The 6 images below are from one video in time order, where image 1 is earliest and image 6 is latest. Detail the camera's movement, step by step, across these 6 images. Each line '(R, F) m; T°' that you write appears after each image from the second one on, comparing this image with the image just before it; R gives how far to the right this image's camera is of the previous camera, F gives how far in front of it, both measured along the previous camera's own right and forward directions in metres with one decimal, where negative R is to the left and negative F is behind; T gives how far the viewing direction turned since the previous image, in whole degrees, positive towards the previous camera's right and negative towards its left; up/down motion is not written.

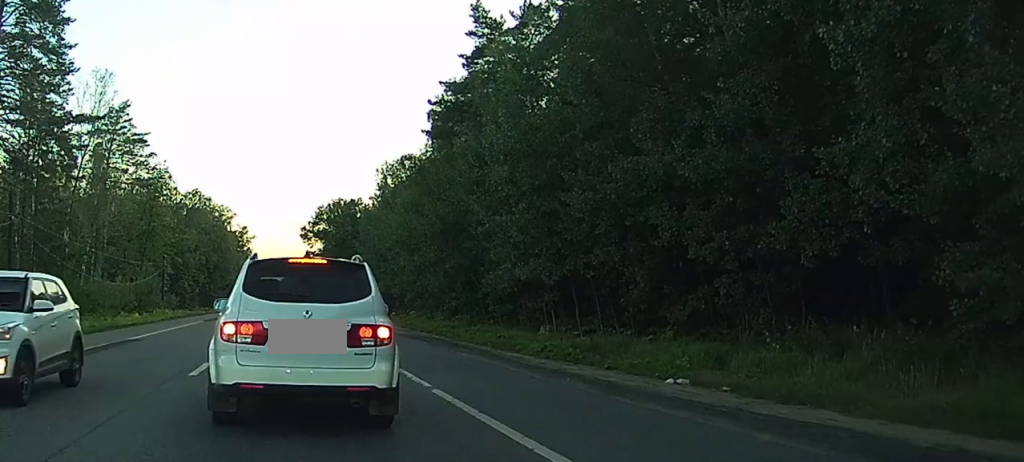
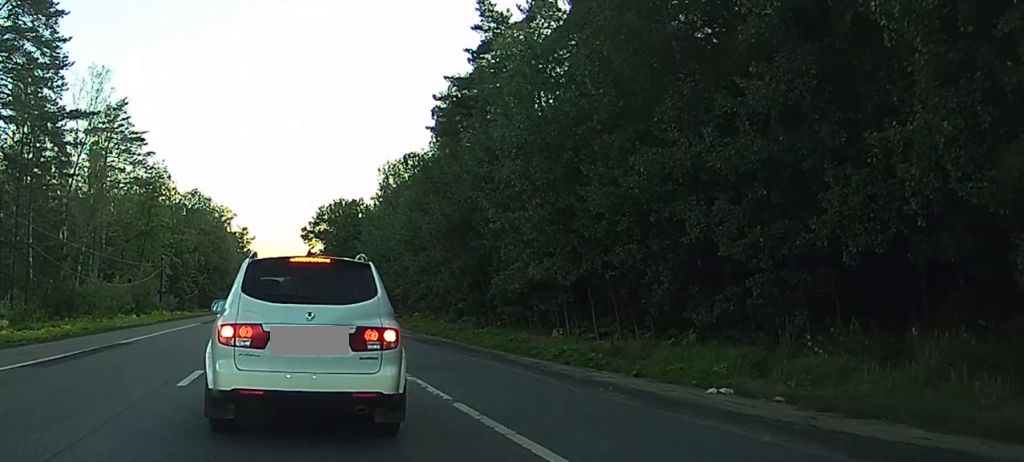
(-0.1, +1.6) m; +2°
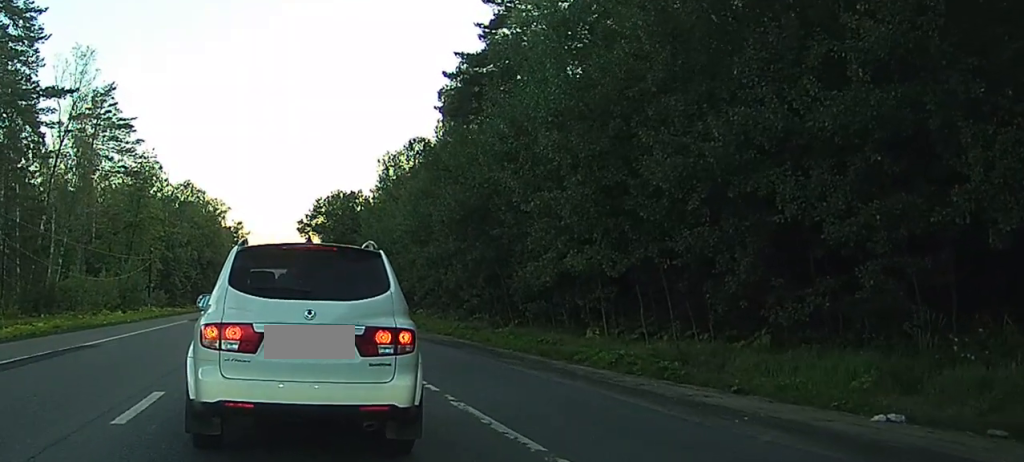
(+0.4, +4.8) m; 0°
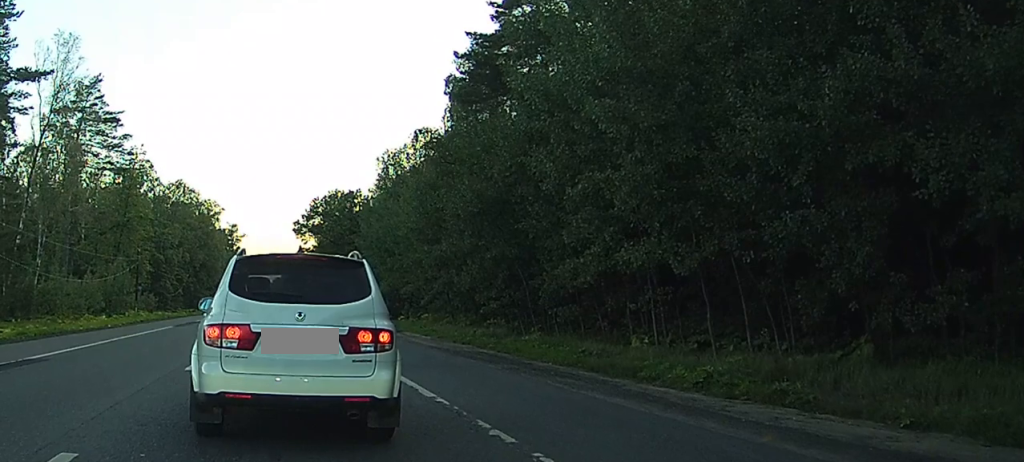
(-0.9, +7.1) m; +1°
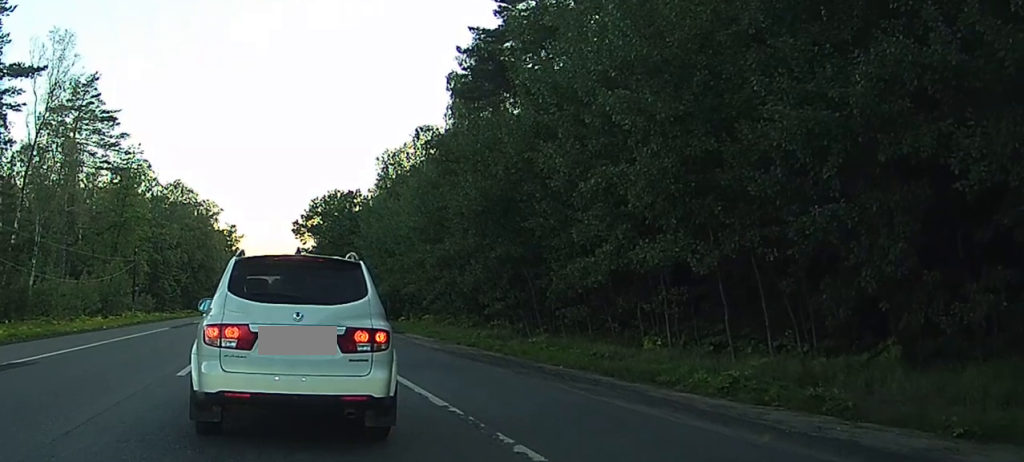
(0.0, +1.2) m; +2°
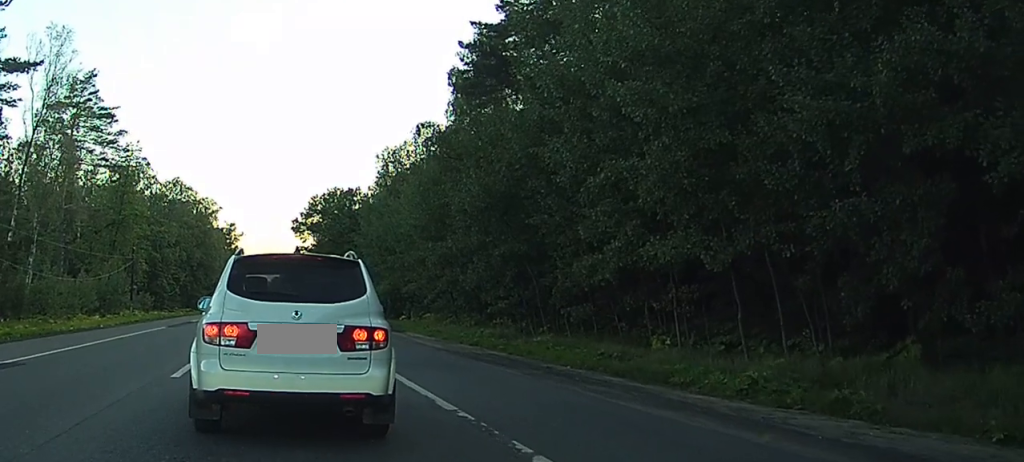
(0.0, +0.7) m; -1°
